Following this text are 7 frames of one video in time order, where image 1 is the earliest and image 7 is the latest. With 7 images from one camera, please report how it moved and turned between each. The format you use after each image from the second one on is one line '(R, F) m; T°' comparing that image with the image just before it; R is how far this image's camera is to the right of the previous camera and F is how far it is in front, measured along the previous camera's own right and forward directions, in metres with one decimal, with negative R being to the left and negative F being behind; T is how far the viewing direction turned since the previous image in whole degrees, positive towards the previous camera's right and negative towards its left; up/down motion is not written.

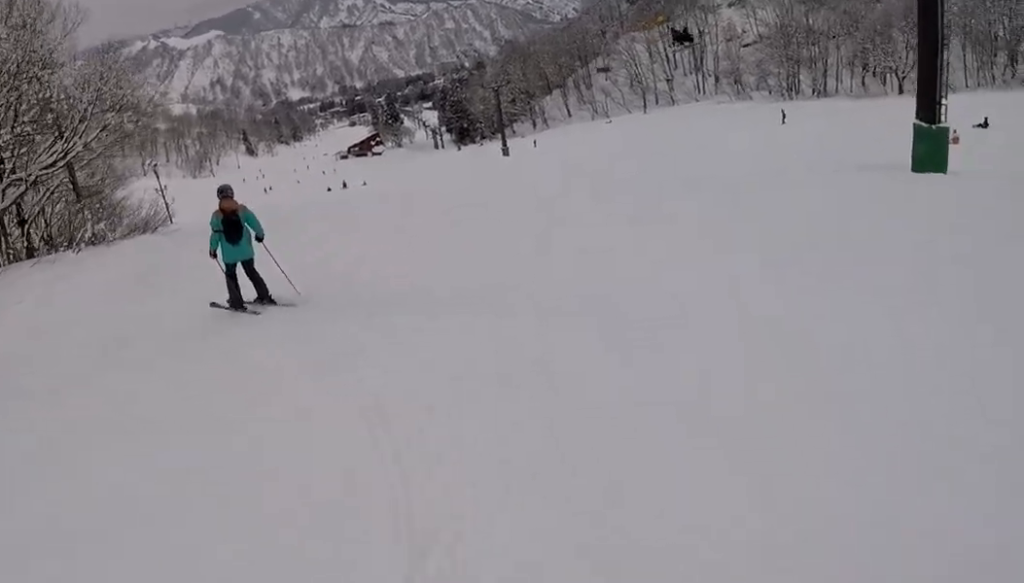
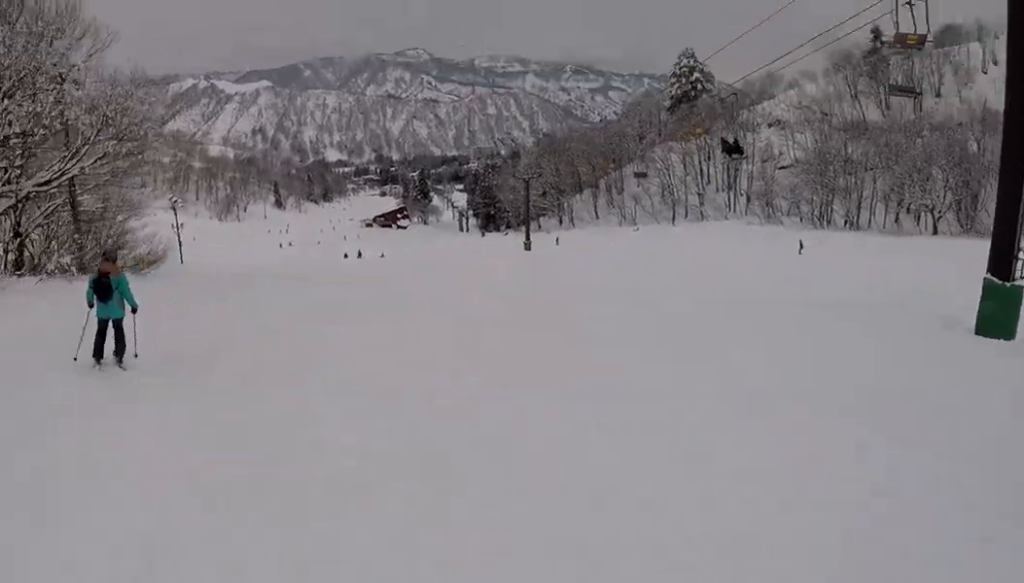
(+0.5, +2.4) m; 0°
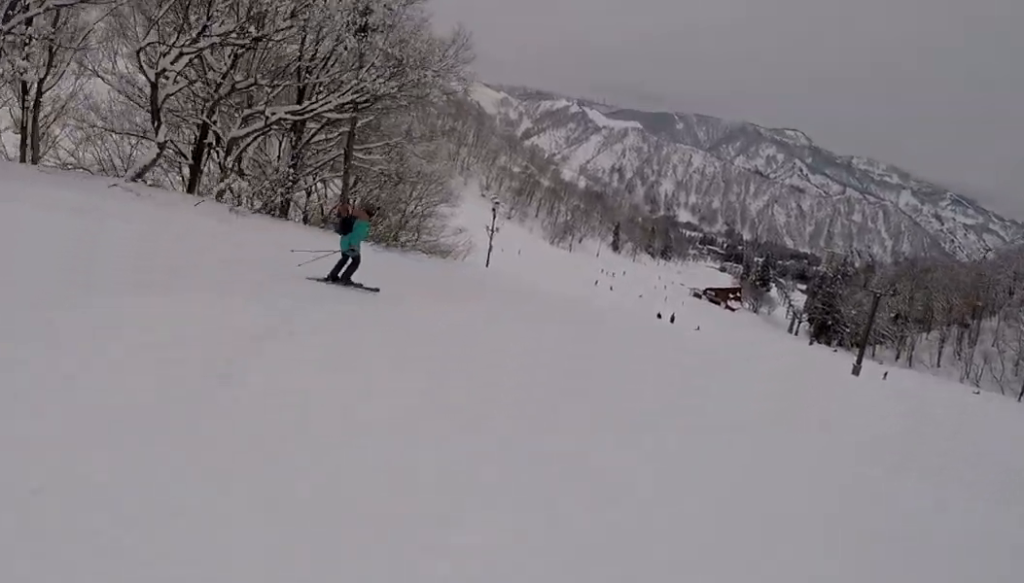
(-1.2, +5.5) m; -14°
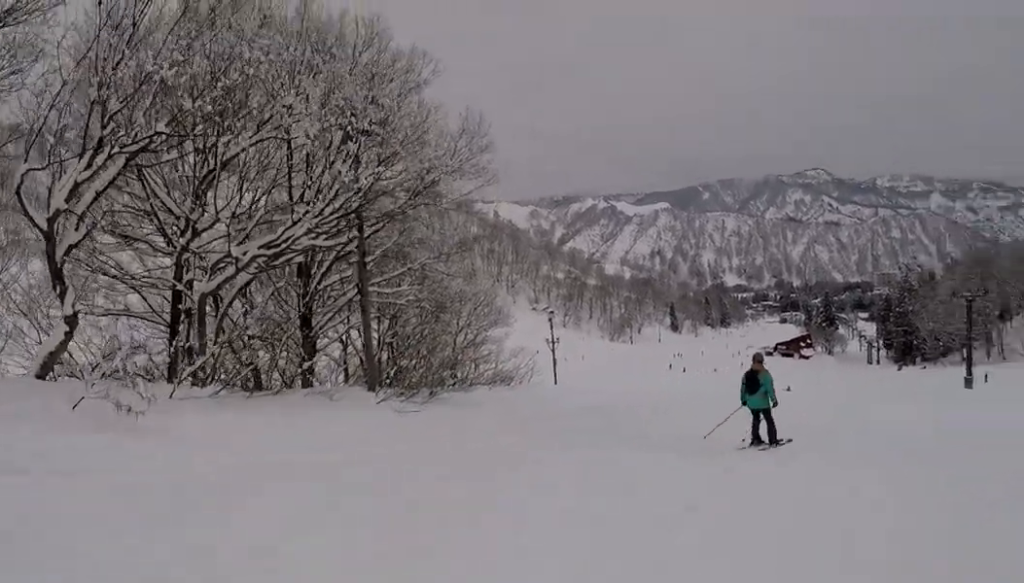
(-0.1, +6.6) m; +3°
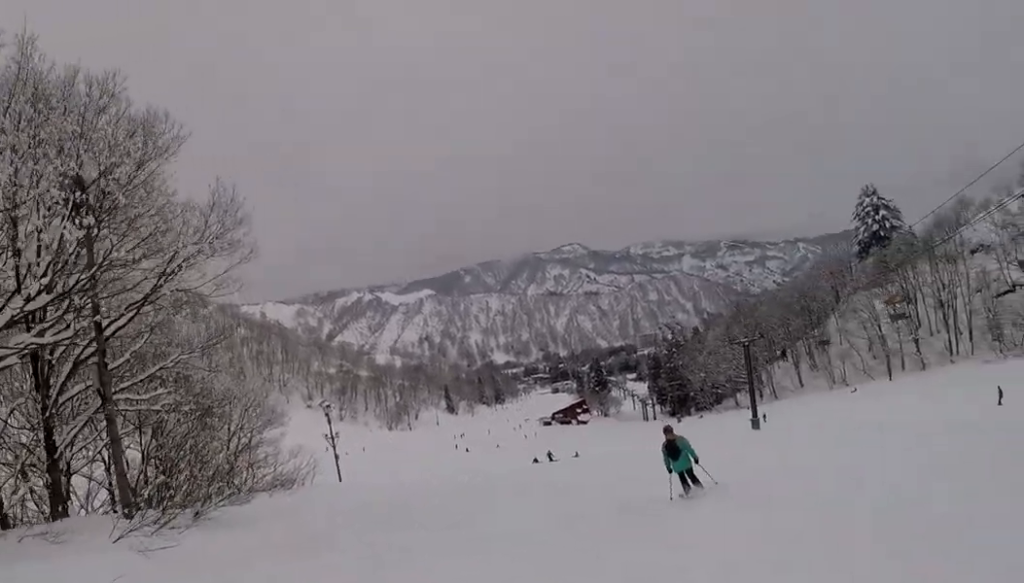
(0.0, +3.5) m; +7°
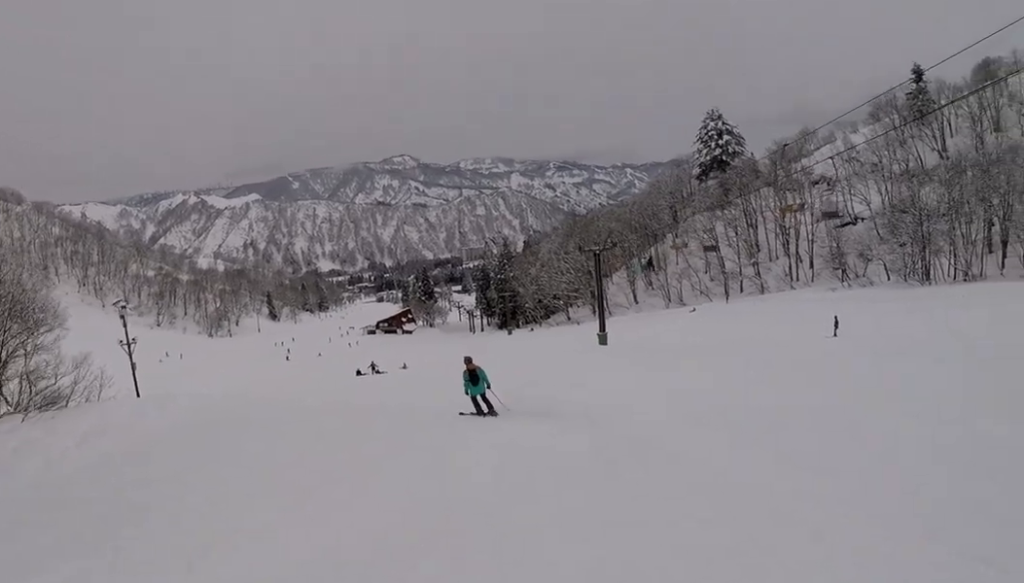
(+1.5, +8.3) m; +11°
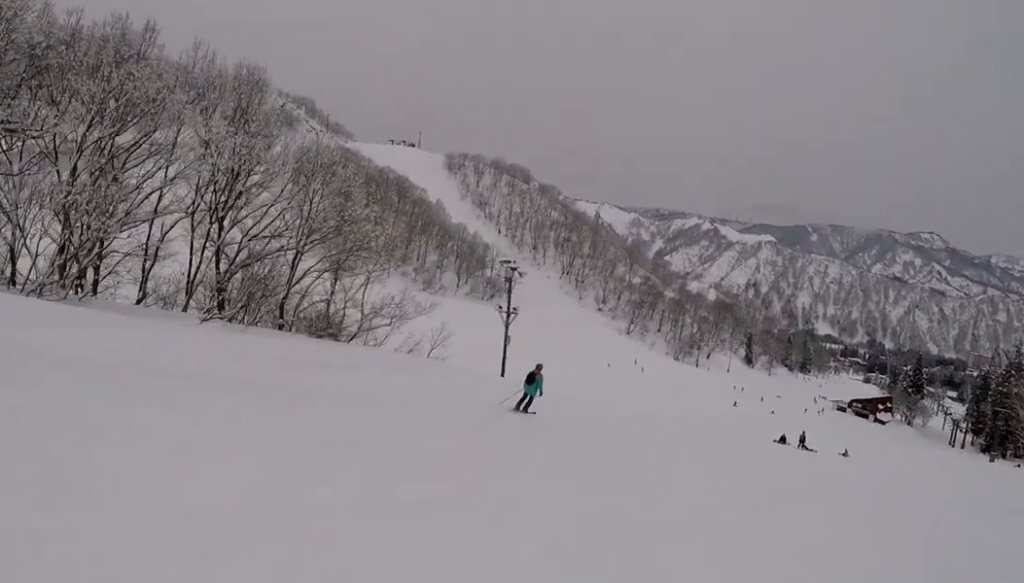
(-4.1, +11.9) m; -35°
